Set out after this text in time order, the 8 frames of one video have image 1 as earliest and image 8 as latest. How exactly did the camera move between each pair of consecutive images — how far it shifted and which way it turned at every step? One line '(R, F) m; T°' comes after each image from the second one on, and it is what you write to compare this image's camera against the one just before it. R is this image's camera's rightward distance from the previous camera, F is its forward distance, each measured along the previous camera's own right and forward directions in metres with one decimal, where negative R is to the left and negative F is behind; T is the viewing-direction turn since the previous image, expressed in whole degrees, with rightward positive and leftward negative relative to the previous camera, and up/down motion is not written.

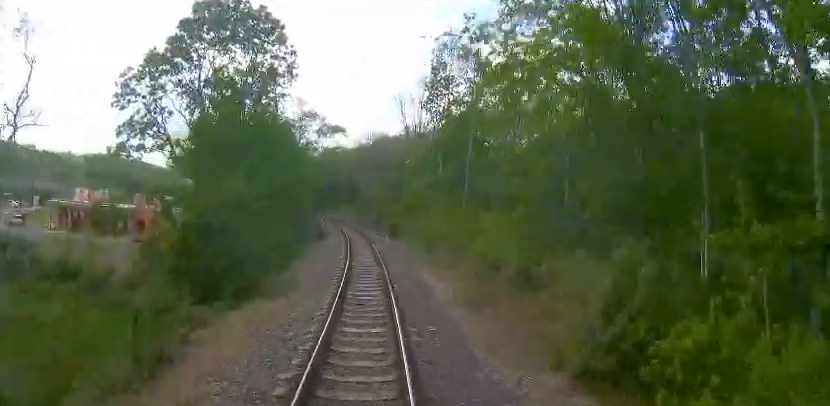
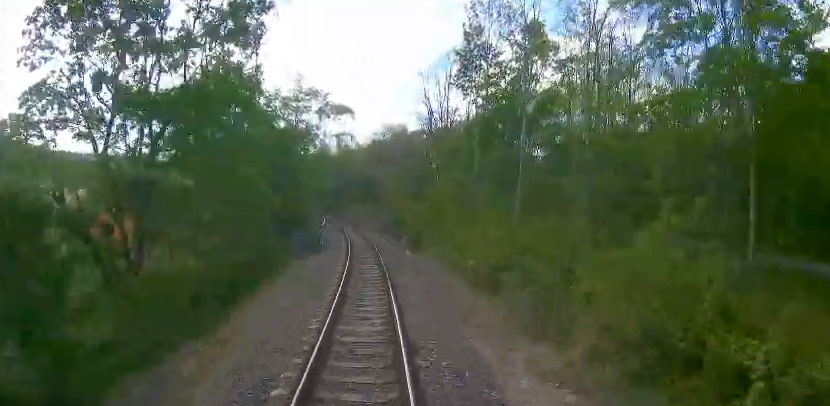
(0.0, +10.8) m; 0°
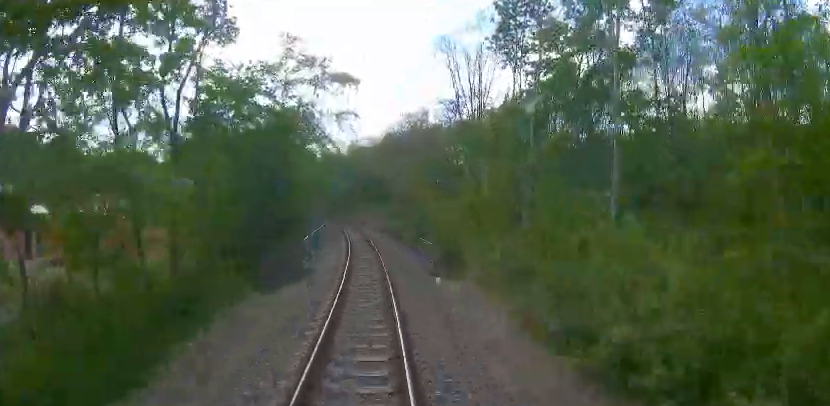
(0.0, +9.9) m; 0°
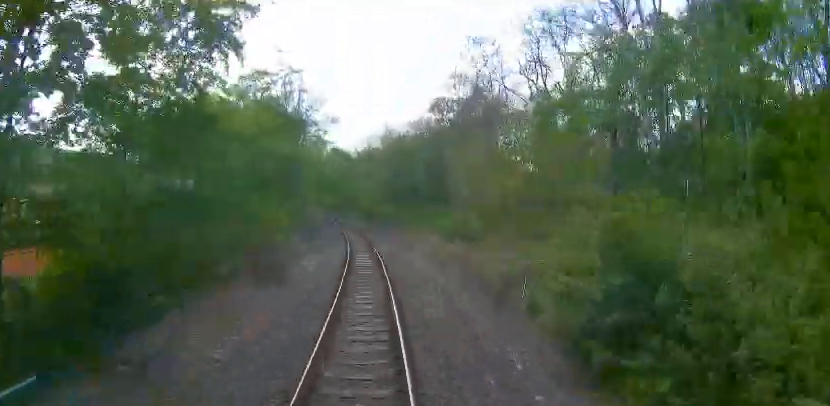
(-2.0, +23.9) m; -10°
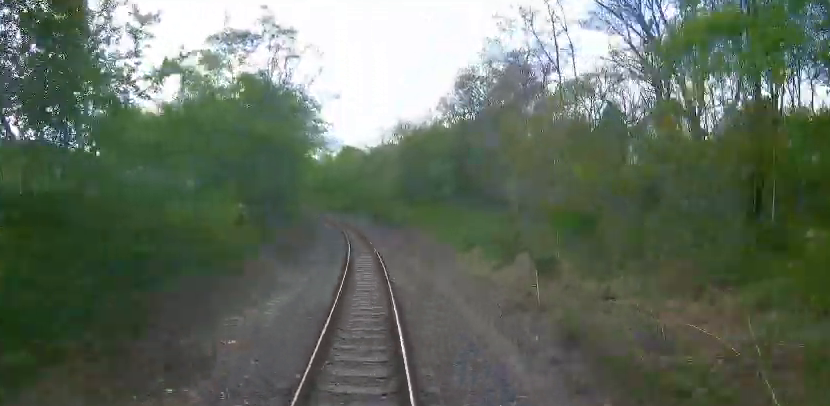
(-0.2, +8.9) m; -2°
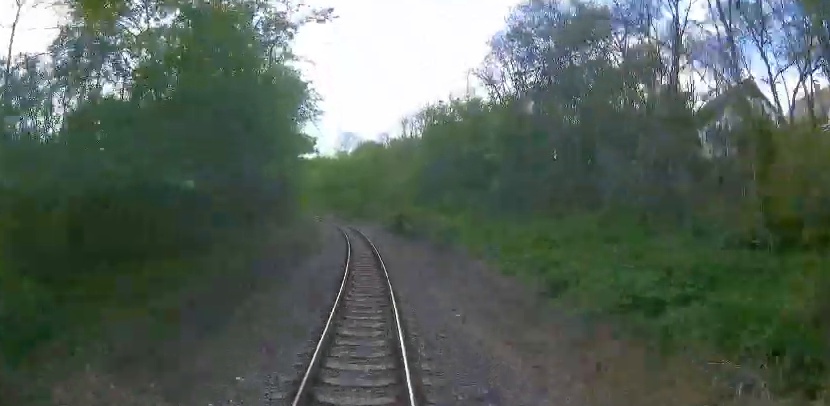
(-0.1, +12.6) m; -1°
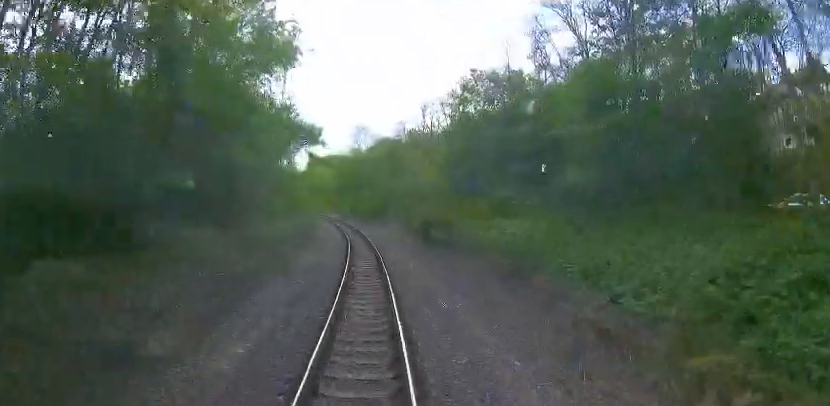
(-0.1, +9.3) m; -1°
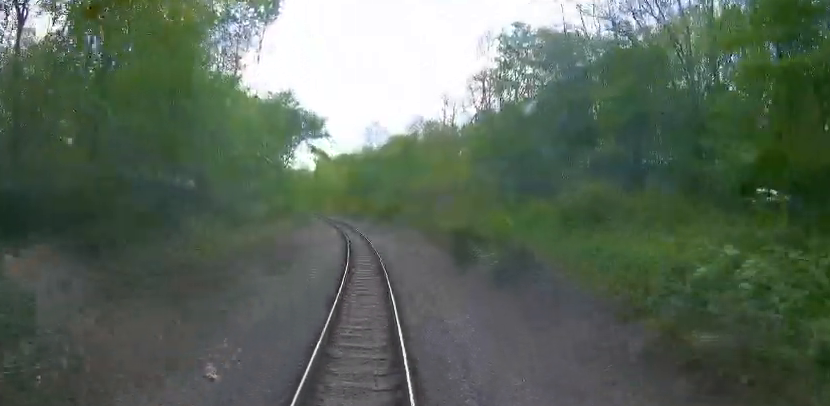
(0.0, +8.3) m; -1°
